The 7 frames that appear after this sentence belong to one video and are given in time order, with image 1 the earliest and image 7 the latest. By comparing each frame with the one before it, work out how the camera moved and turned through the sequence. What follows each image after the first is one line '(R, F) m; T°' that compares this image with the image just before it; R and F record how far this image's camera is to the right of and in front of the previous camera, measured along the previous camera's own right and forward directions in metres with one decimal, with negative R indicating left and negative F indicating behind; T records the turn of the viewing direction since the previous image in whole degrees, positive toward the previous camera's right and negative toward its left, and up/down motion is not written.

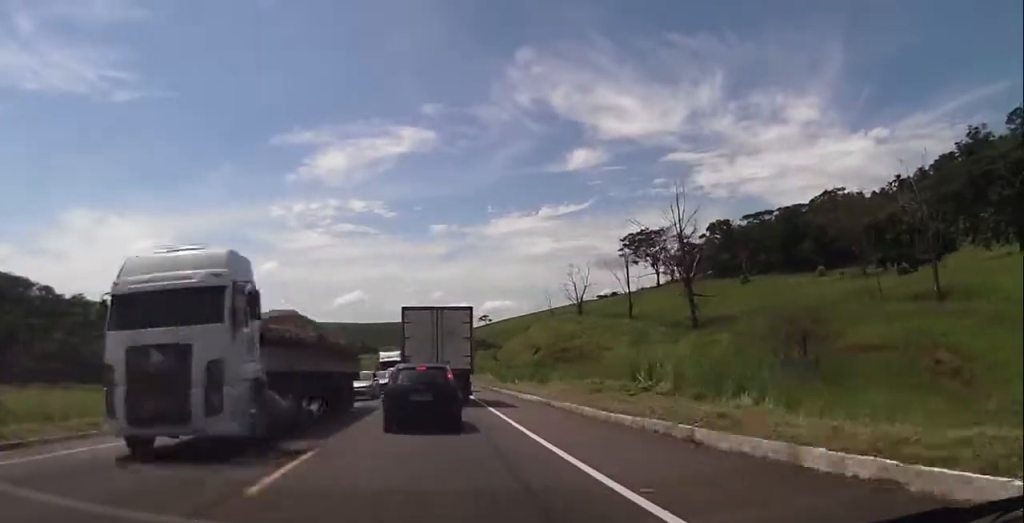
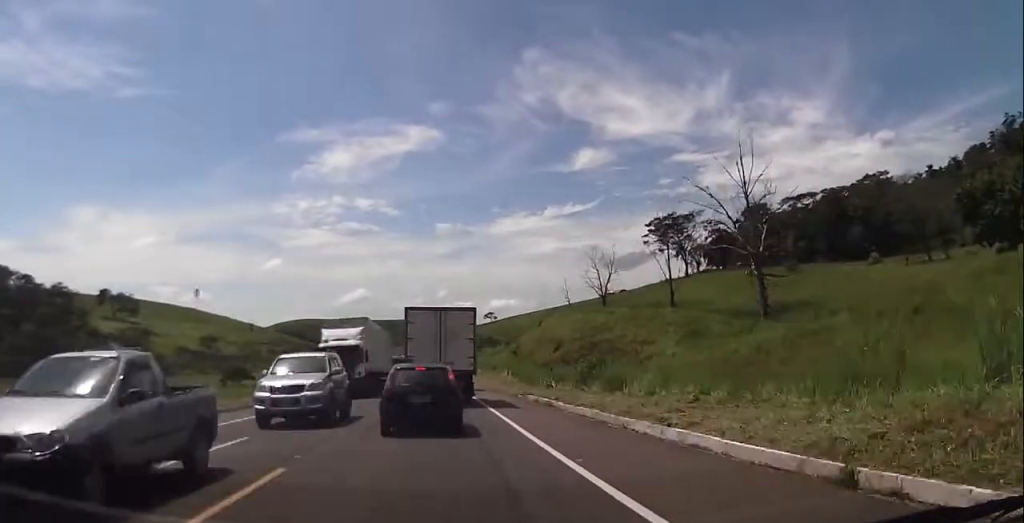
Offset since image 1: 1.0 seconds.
(-0.1, +22.8) m; -1°
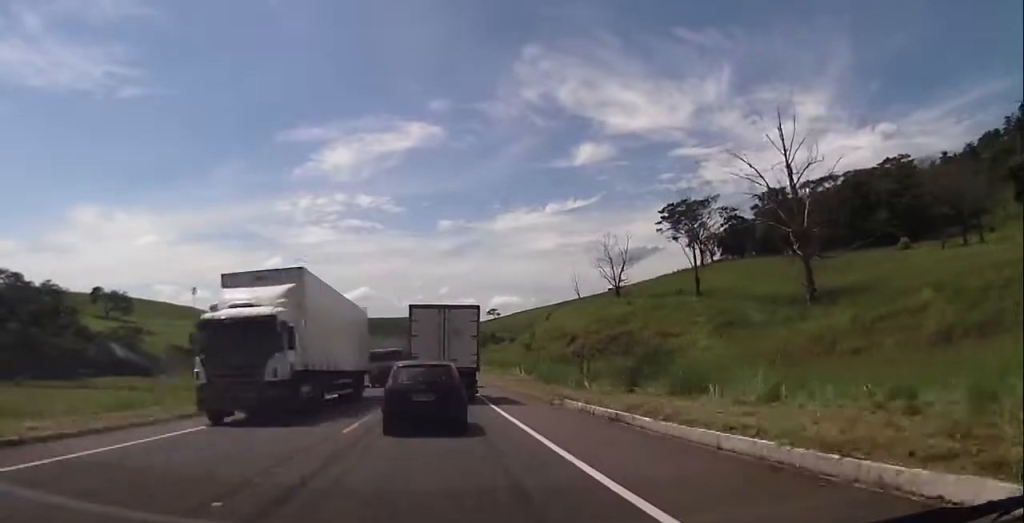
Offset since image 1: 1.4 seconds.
(0.0, +11.2) m; 0°
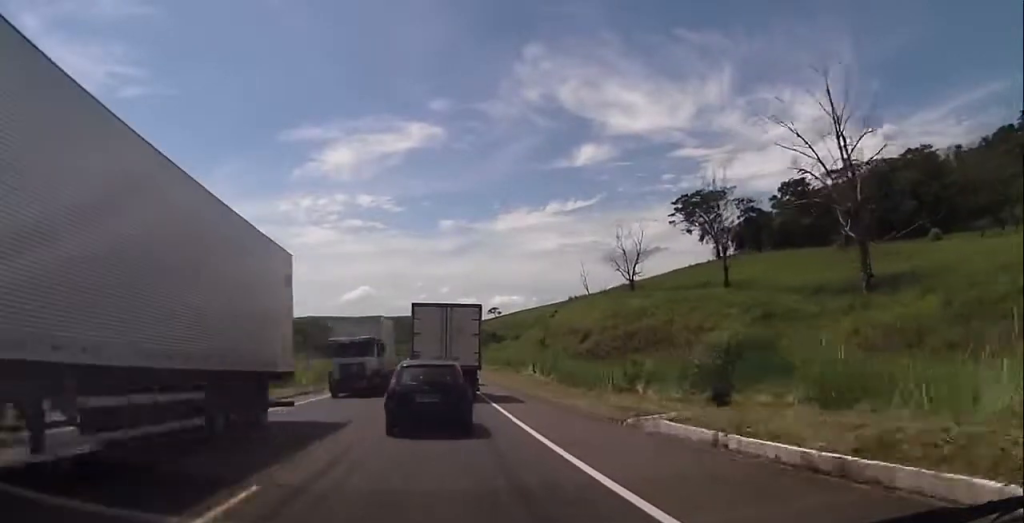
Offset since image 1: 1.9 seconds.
(-0.1, +11.3) m; 0°
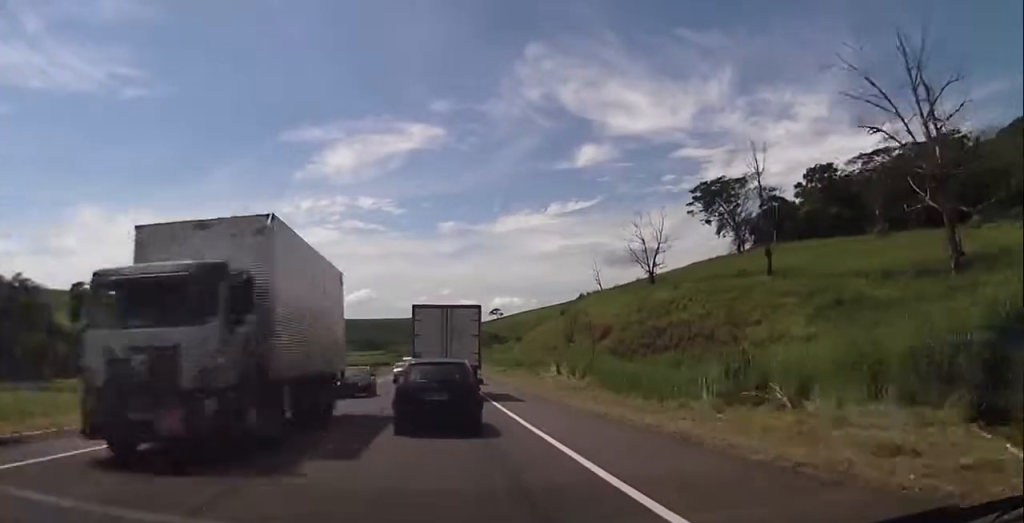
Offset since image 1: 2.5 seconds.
(0.0, +14.2) m; 0°
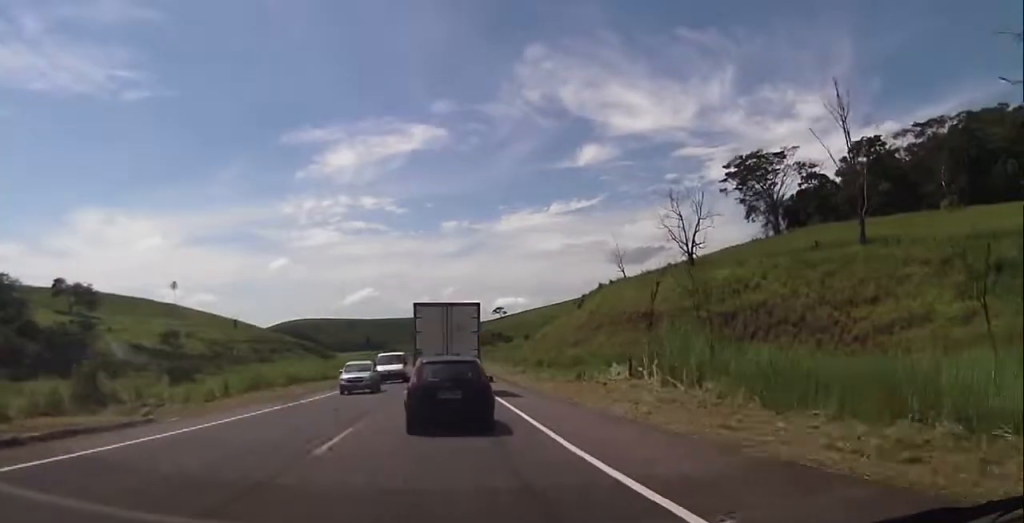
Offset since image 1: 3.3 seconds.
(+0.1, +22.6) m; 0°
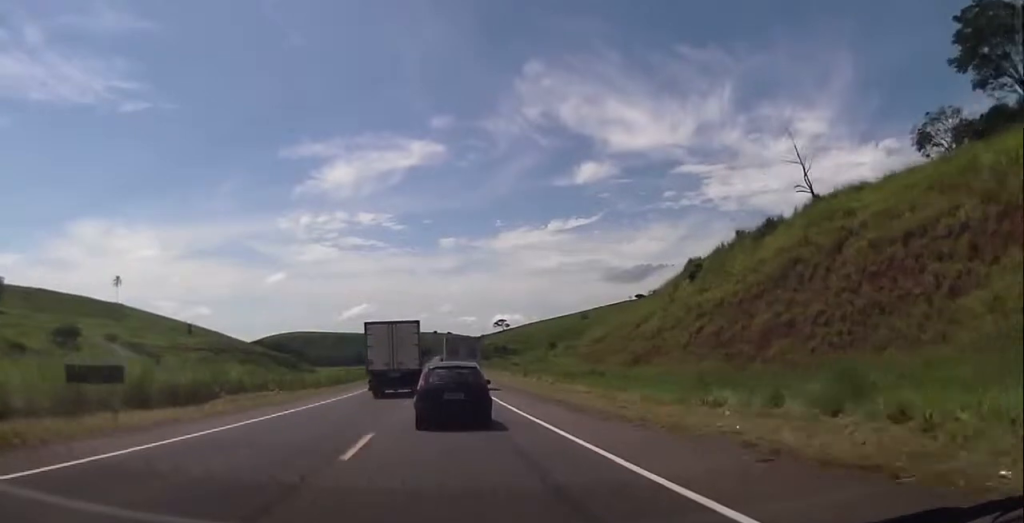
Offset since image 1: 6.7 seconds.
(+0.3, +87.0) m; 0°
